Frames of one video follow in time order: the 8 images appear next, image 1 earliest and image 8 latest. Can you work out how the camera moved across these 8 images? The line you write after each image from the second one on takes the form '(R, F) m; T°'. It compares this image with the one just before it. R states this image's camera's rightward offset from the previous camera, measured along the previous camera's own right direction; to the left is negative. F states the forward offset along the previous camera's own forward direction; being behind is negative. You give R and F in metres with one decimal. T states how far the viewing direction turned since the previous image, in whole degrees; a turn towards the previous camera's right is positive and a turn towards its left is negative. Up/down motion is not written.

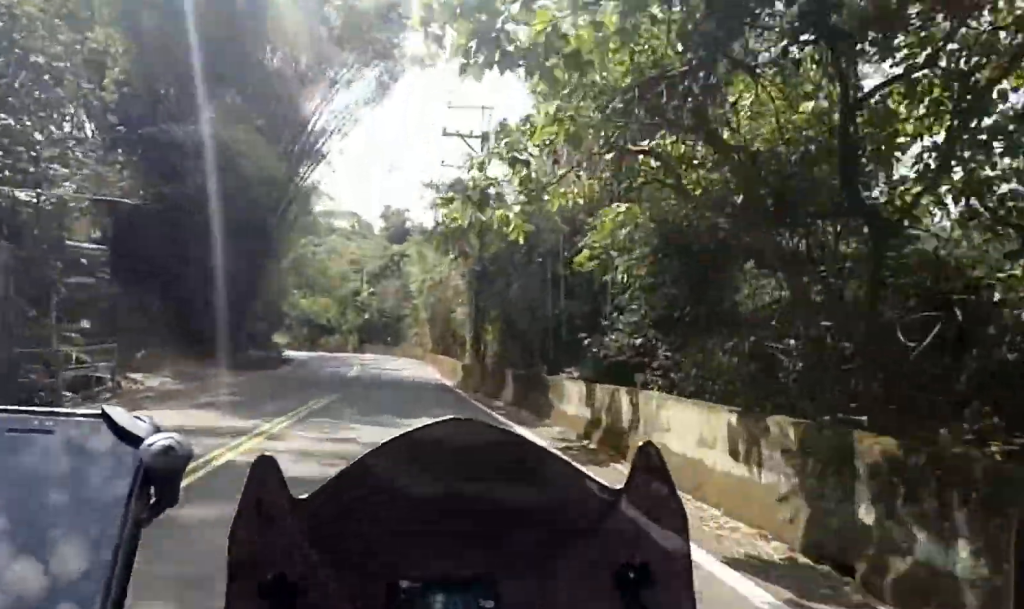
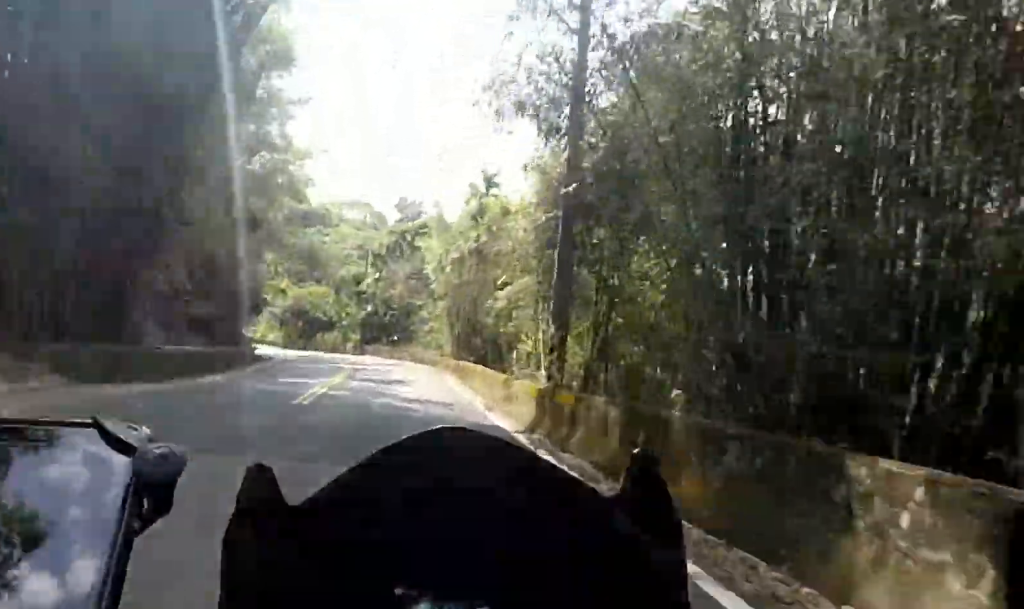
(0.0, +11.2) m; -2°
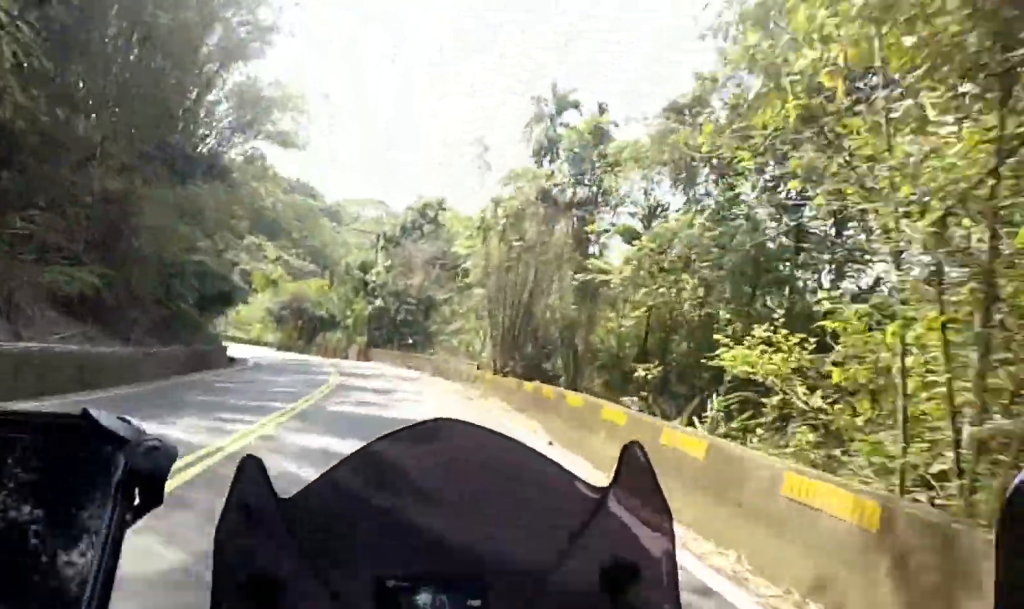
(-0.2, +10.0) m; -2°
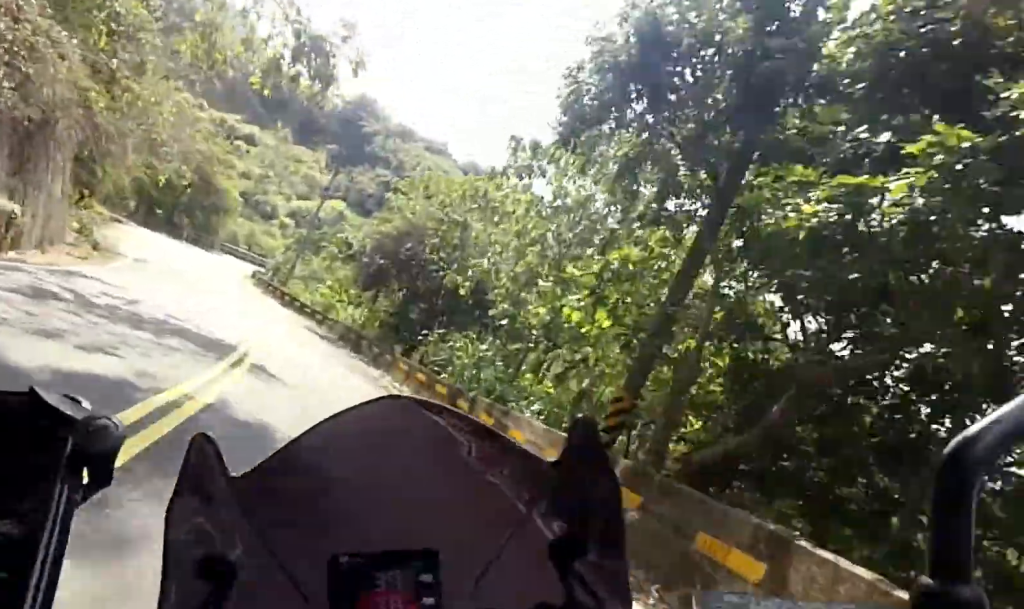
(-3.1, +31.6) m; -19°
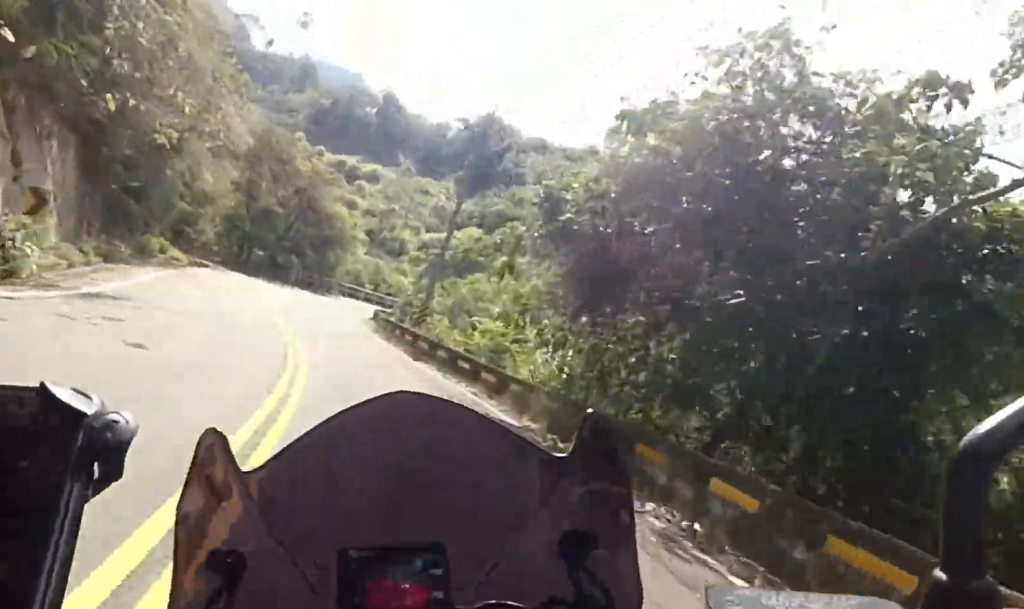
(-2.0, +12.7) m; -12°
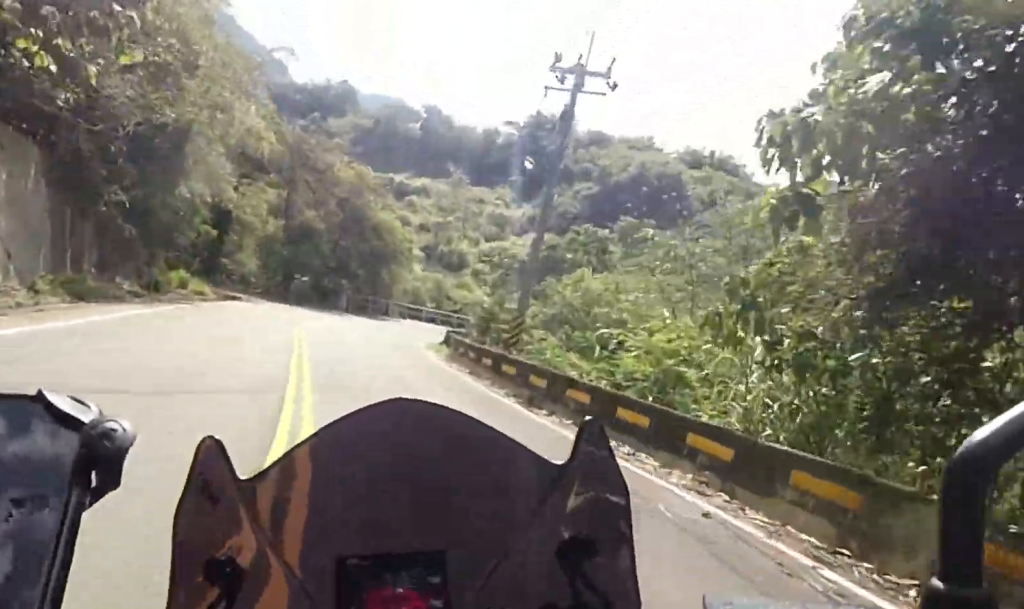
(-0.6, +6.4) m; -2°
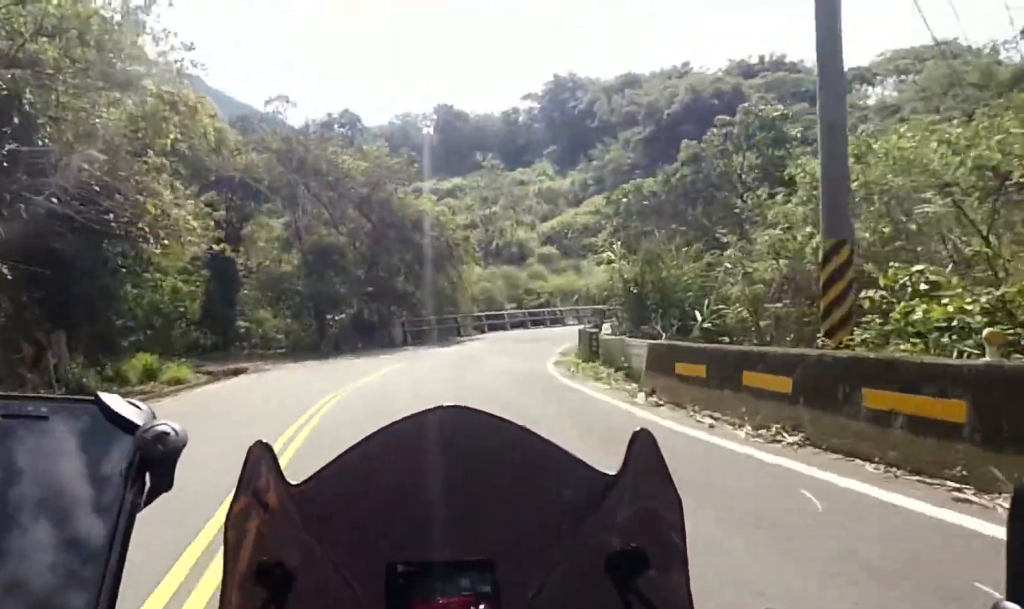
(+0.7, +10.5) m; +4°
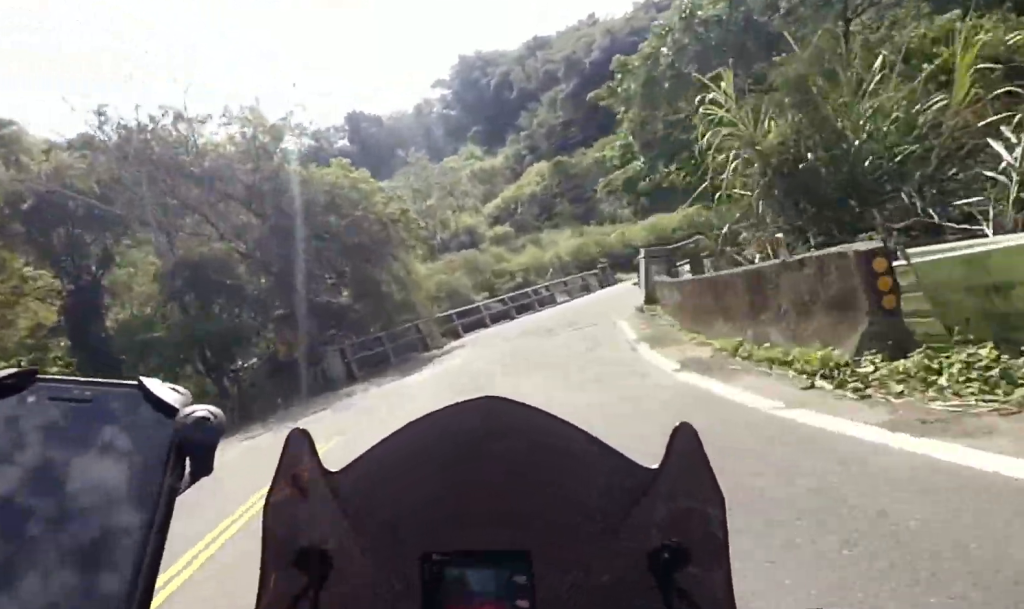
(+0.1, +9.2) m; +5°
